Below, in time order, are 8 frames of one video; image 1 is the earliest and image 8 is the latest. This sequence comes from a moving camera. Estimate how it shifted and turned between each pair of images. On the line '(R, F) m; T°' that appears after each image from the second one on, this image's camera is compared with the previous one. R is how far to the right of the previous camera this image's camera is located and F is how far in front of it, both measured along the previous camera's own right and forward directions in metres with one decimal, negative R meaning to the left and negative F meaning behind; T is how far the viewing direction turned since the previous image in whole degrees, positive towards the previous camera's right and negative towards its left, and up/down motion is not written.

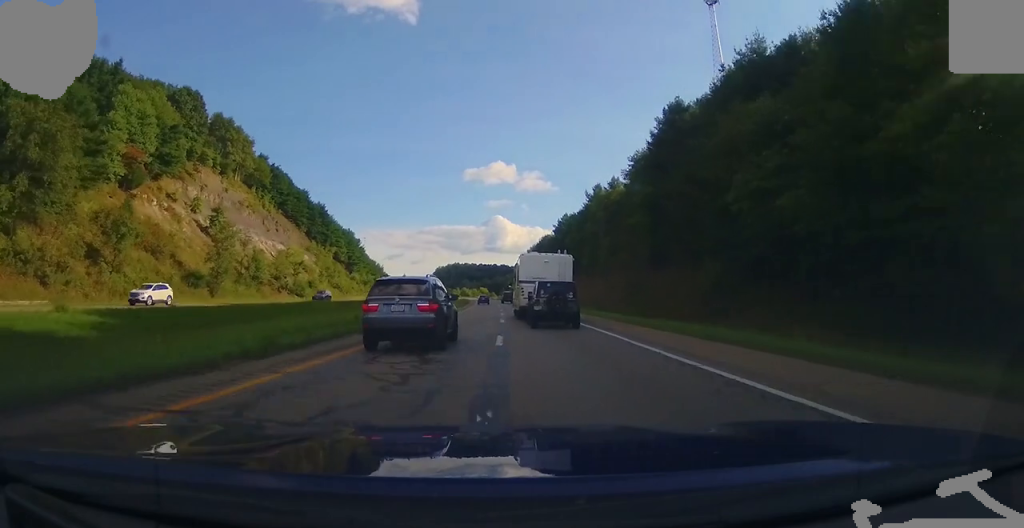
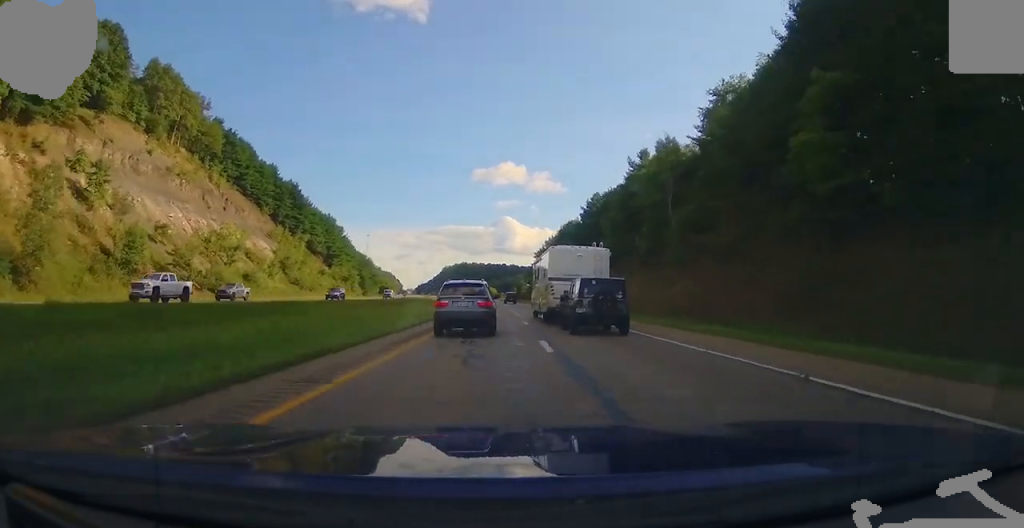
(-0.6, +37.2) m; -1°
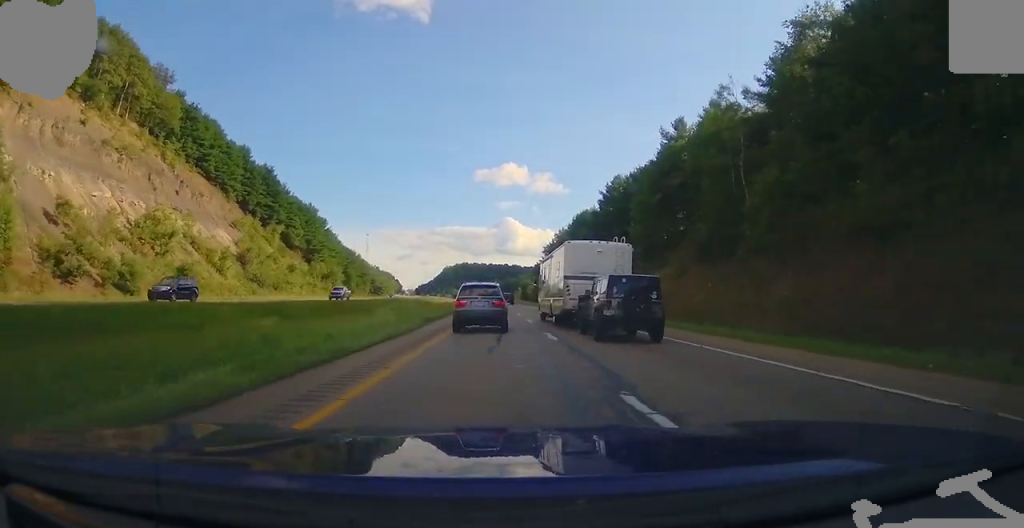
(0.0, +20.8) m; 0°
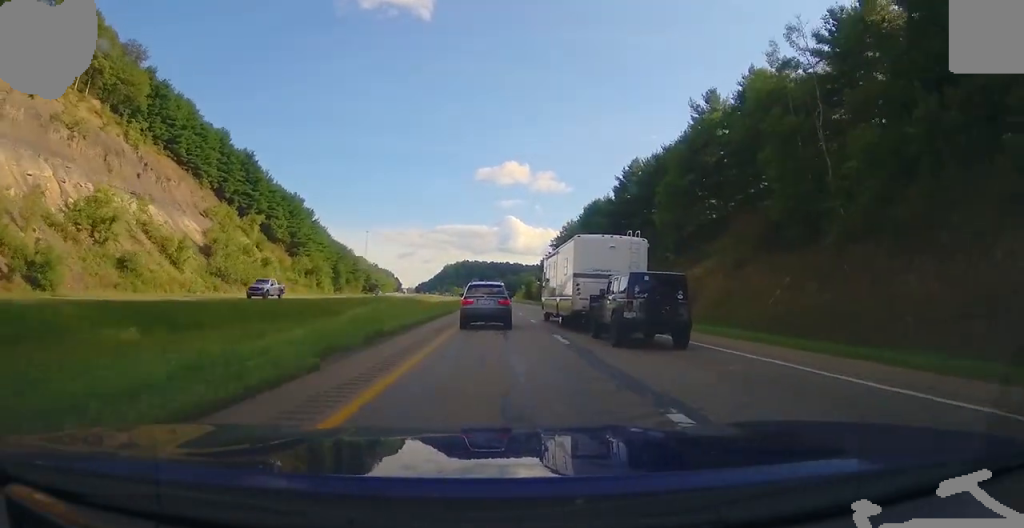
(0.0, +13.4) m; 0°
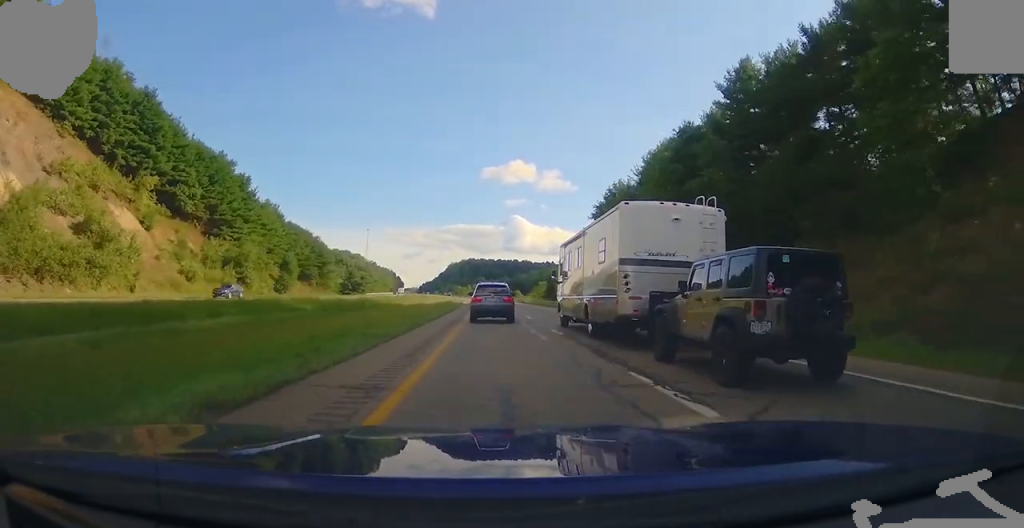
(-0.5, +45.4) m; 0°
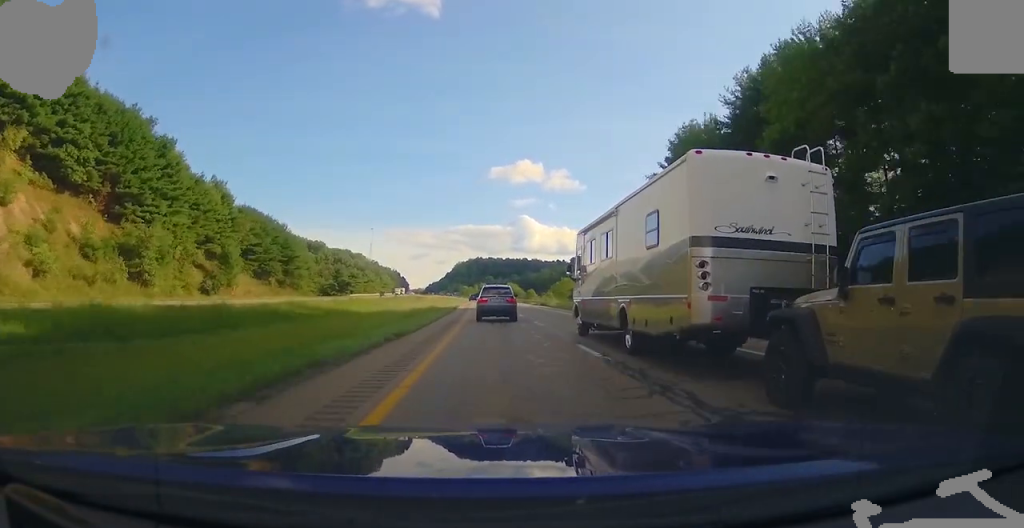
(+0.4, +31.0) m; -1°
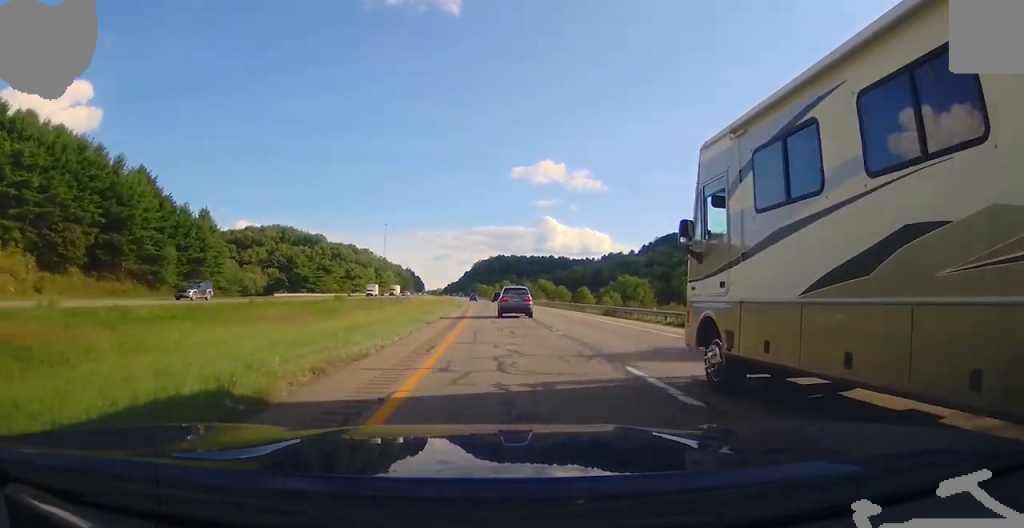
(-1.6, +65.7) m; -2°
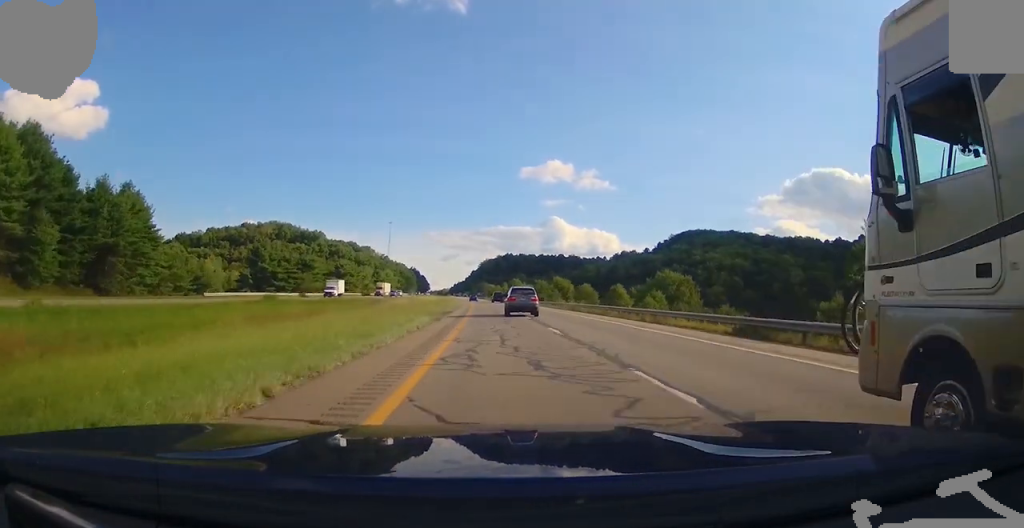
(-0.2, +24.5) m; -1°
